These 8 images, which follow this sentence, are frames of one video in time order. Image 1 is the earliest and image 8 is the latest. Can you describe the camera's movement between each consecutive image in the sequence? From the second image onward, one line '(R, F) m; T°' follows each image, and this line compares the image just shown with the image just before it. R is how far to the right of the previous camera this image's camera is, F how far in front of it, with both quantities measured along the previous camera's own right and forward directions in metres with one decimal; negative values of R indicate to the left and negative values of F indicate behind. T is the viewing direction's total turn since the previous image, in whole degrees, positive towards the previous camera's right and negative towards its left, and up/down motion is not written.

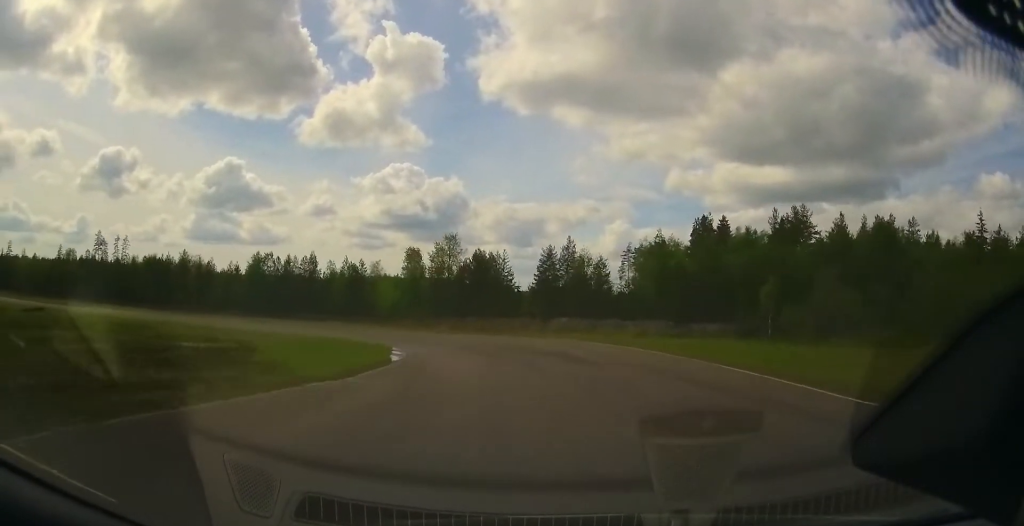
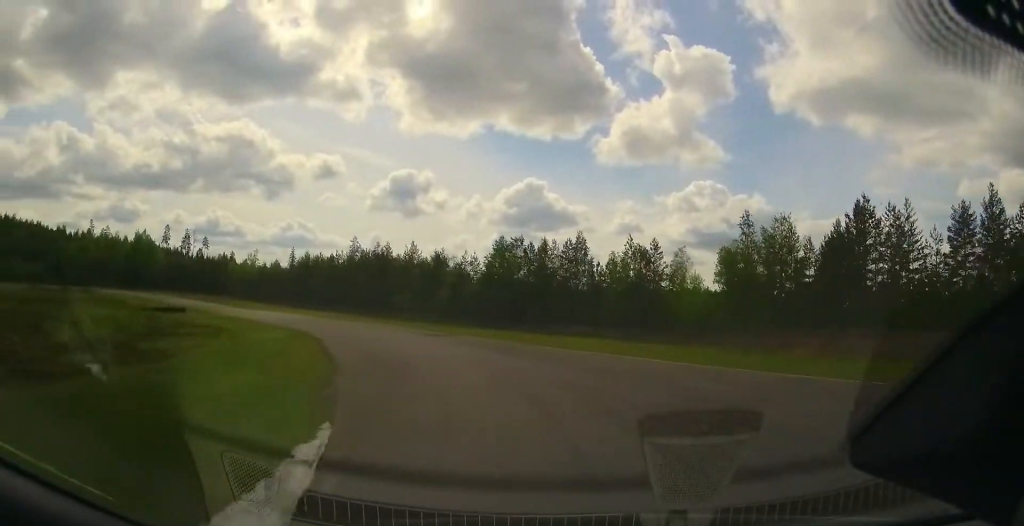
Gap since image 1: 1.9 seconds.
(-4.7, +39.5) m; -19°
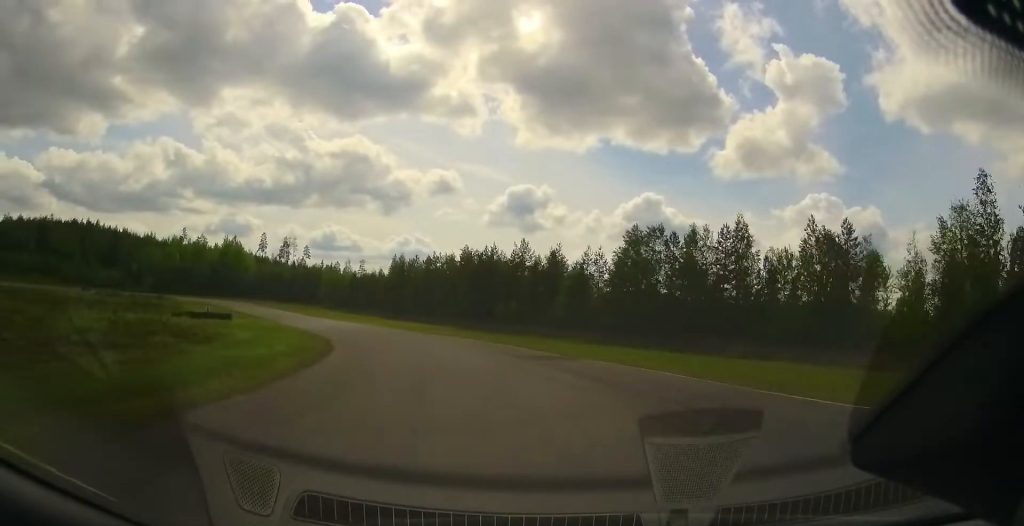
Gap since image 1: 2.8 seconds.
(-1.9, +17.6) m; -13°
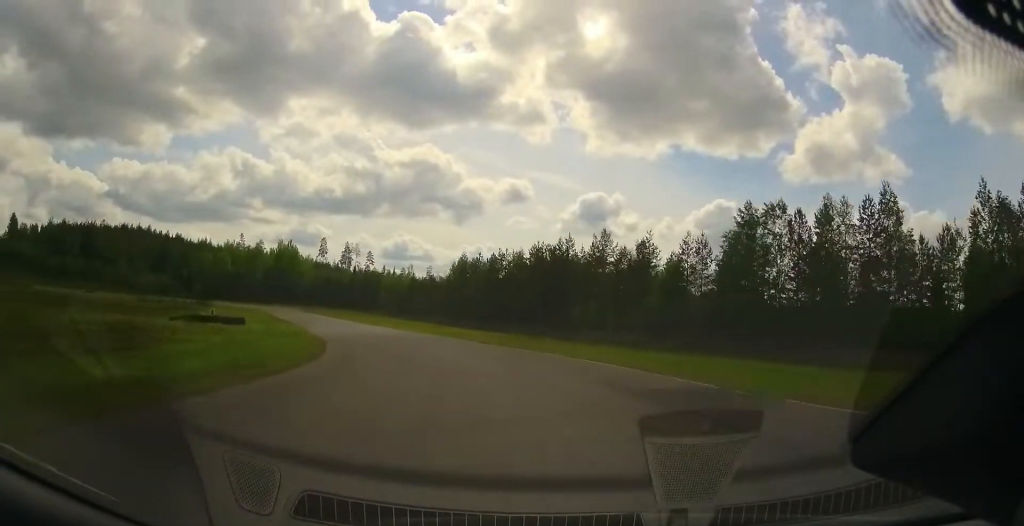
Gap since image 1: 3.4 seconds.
(-1.5, +12.1) m; -13°
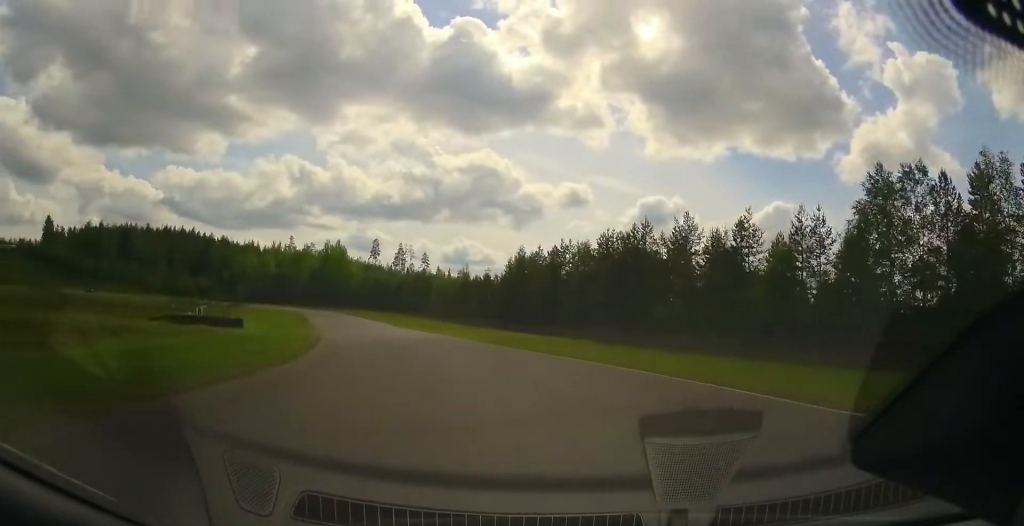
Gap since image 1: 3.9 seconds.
(+0.3, +10.2) m; -11°
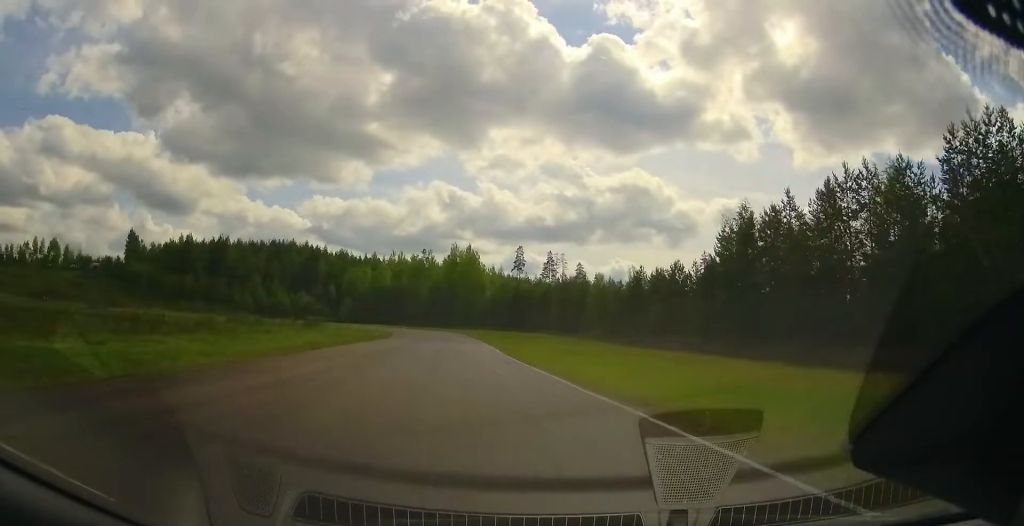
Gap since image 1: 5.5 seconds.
(-8.0, +36.6) m; -13°
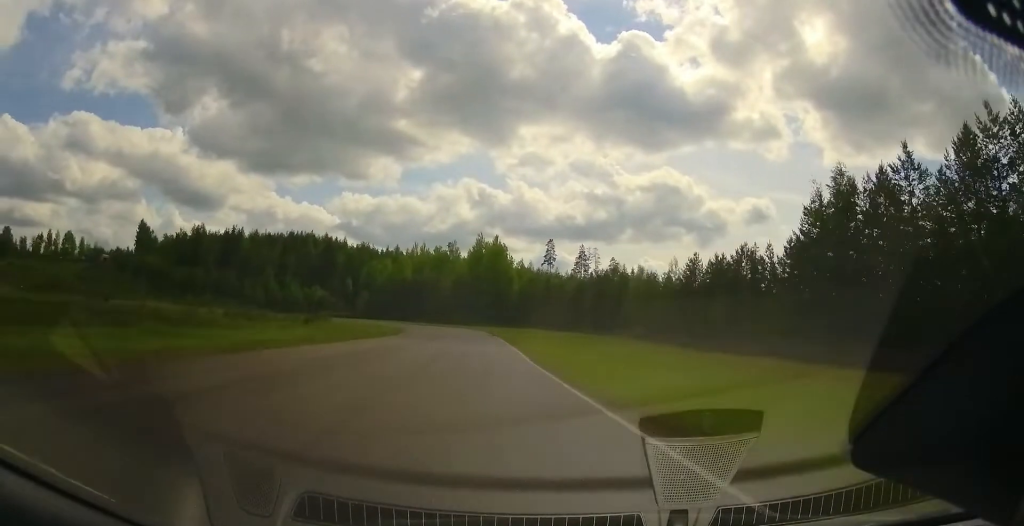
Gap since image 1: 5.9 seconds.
(0.0, +11.2) m; 0°
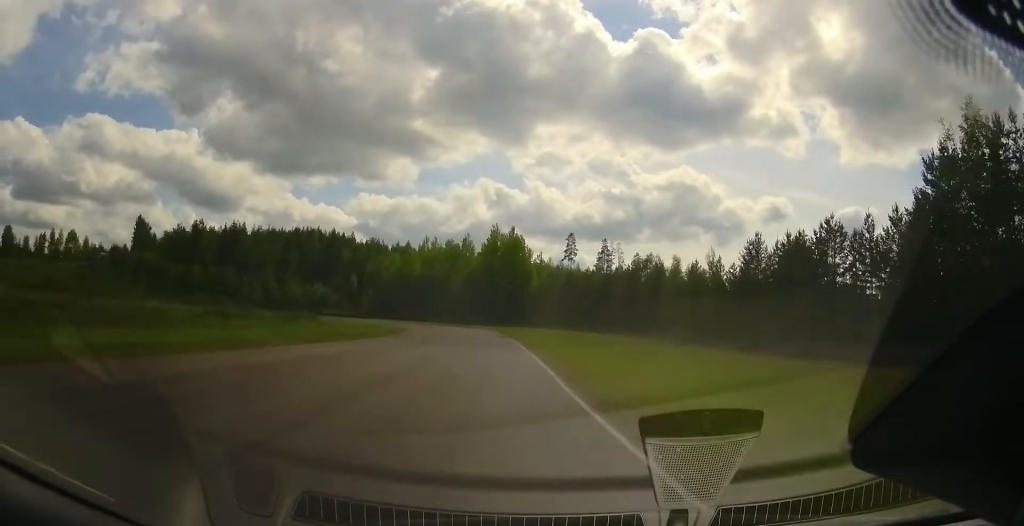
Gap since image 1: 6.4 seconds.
(0.0, +13.3) m; -2°
